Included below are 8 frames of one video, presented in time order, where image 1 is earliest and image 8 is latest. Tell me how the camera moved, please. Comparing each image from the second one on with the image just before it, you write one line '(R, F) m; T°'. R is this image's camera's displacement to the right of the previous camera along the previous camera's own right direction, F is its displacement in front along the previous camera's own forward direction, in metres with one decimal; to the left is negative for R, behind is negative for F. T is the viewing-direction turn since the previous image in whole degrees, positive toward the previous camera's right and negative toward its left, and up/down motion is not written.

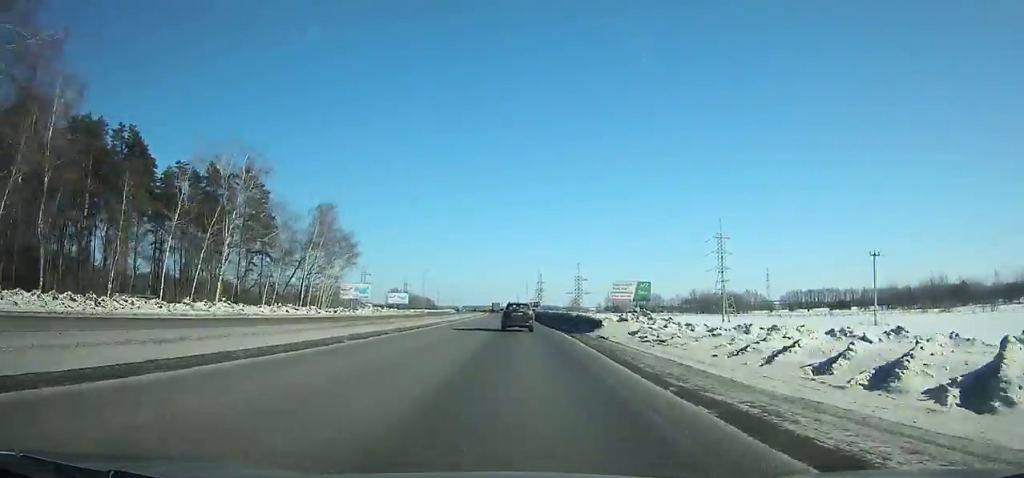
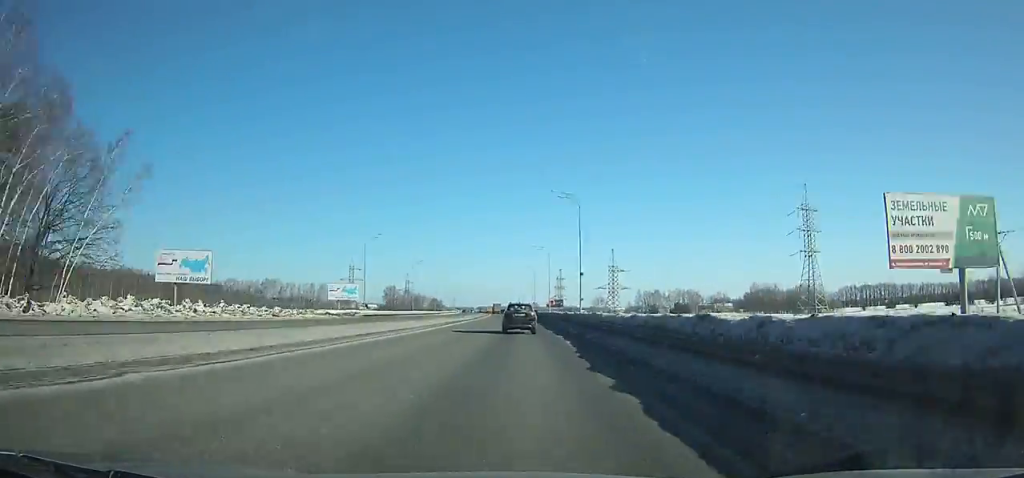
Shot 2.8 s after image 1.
(-0.4, +67.8) m; -1°
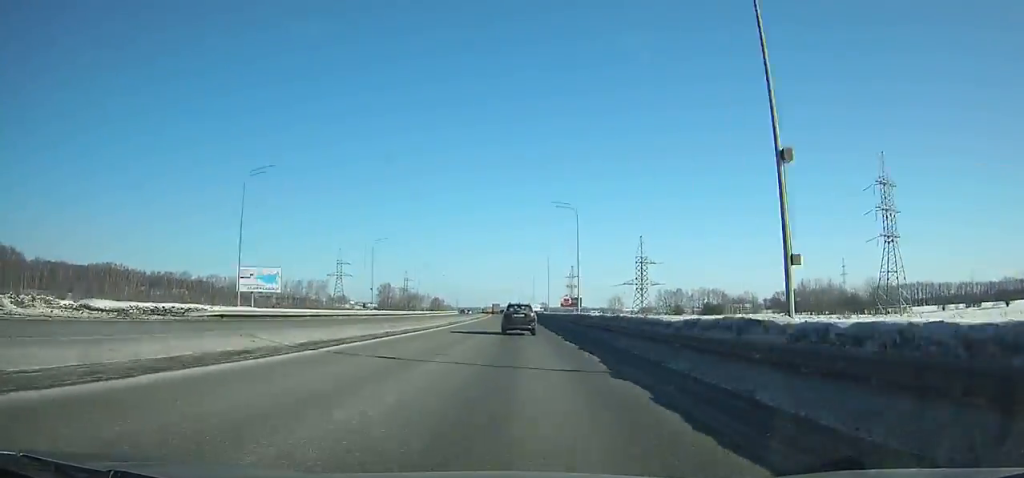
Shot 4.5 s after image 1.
(-0.4, +40.2) m; -1°
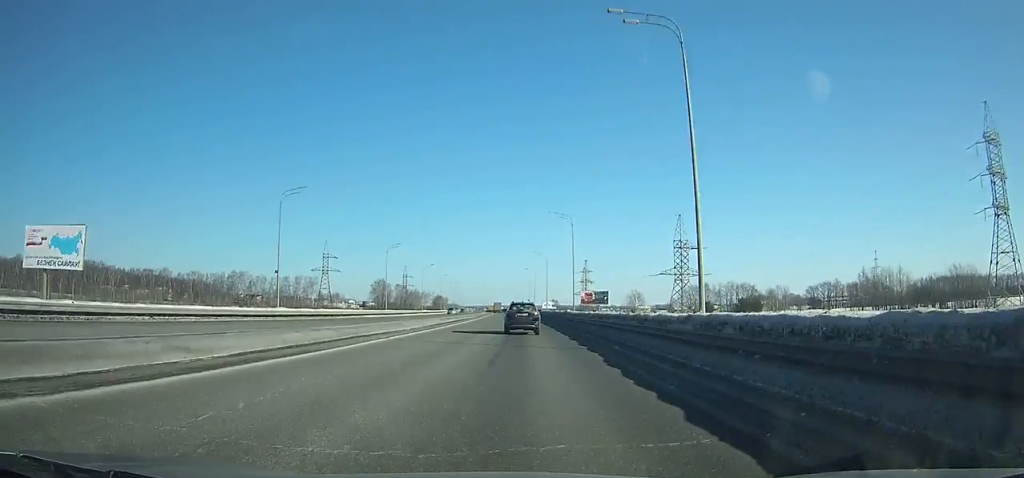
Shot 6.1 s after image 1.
(-0.1, +37.6) m; -1°
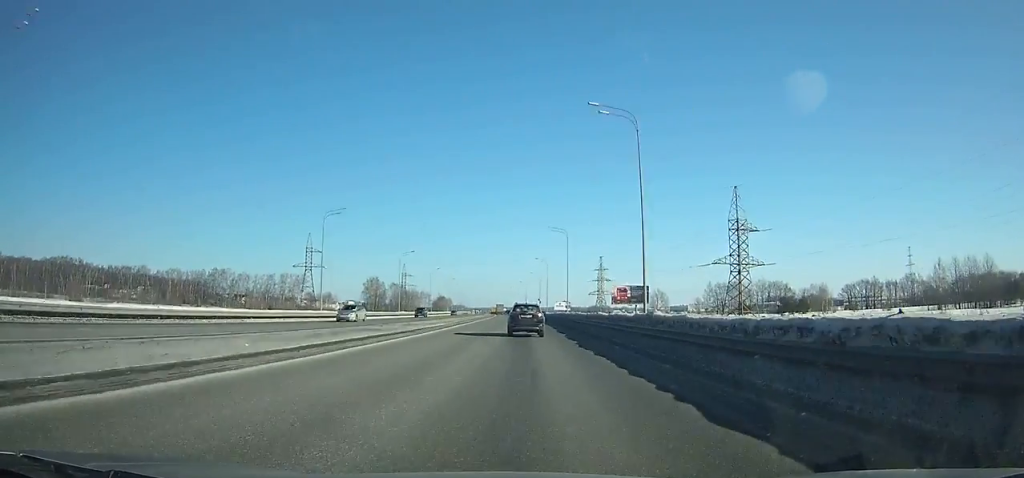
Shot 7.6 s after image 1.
(-0.4, +34.4) m; -1°
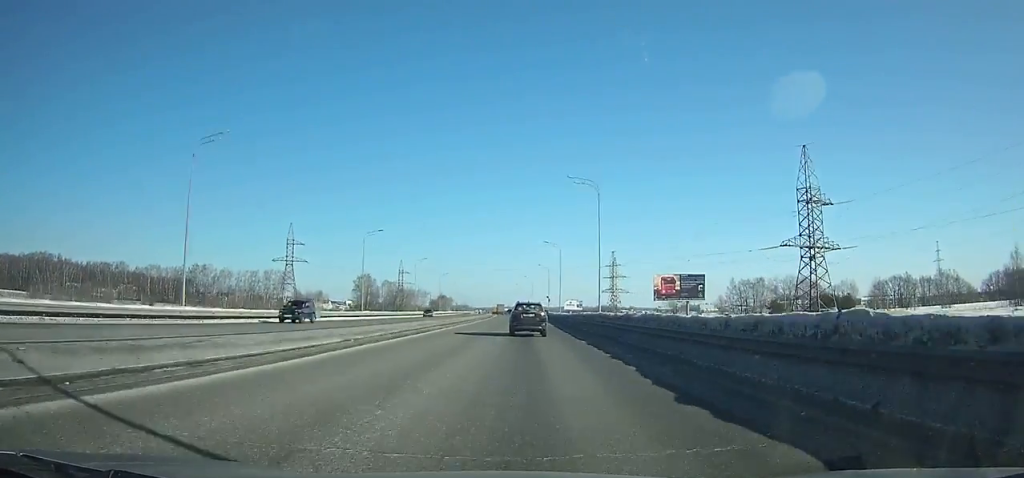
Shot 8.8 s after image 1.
(-0.1, +27.6) m; 0°
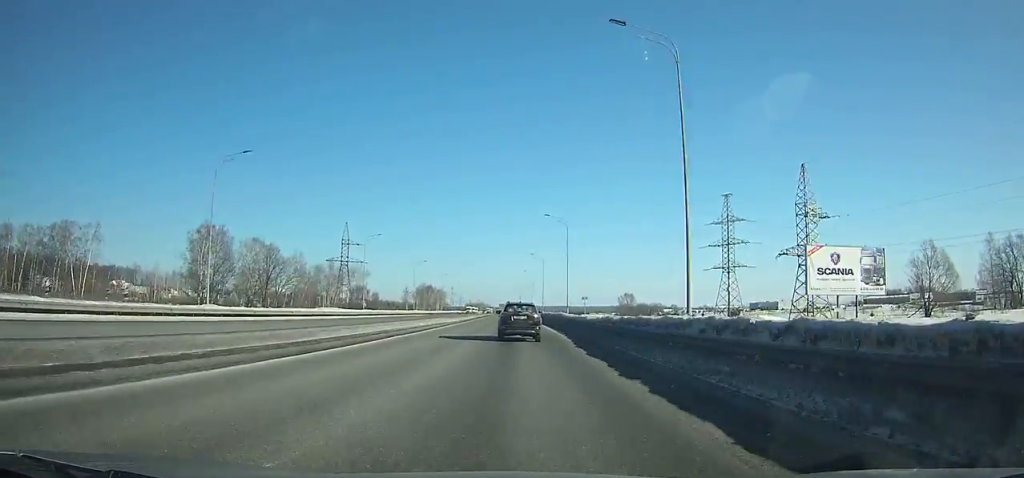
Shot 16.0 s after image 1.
(-3.7, +160.4) m; -3°
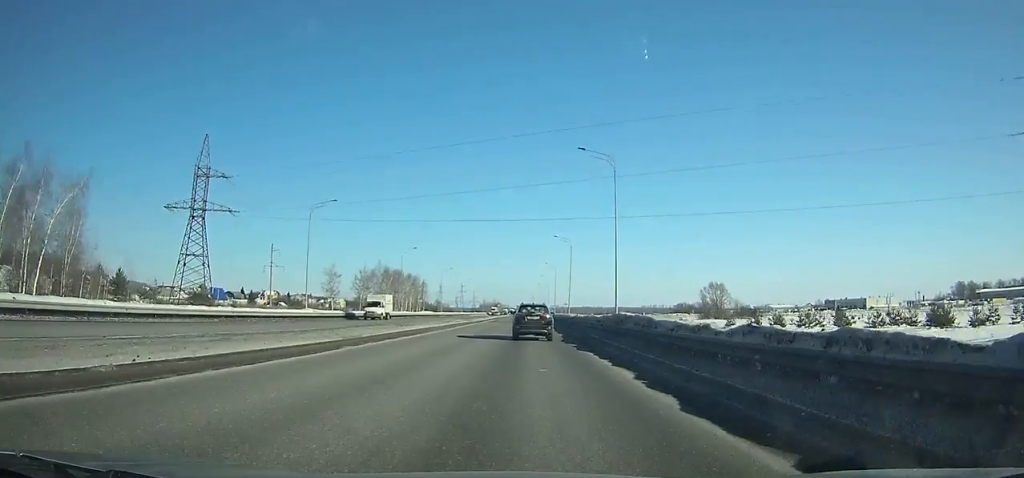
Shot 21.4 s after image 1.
(-2.0, +117.8) m; -2°
